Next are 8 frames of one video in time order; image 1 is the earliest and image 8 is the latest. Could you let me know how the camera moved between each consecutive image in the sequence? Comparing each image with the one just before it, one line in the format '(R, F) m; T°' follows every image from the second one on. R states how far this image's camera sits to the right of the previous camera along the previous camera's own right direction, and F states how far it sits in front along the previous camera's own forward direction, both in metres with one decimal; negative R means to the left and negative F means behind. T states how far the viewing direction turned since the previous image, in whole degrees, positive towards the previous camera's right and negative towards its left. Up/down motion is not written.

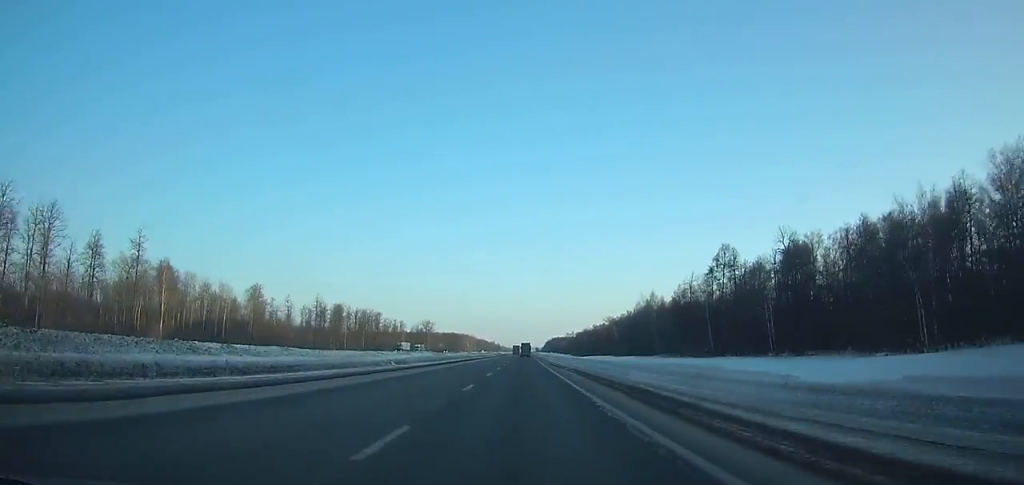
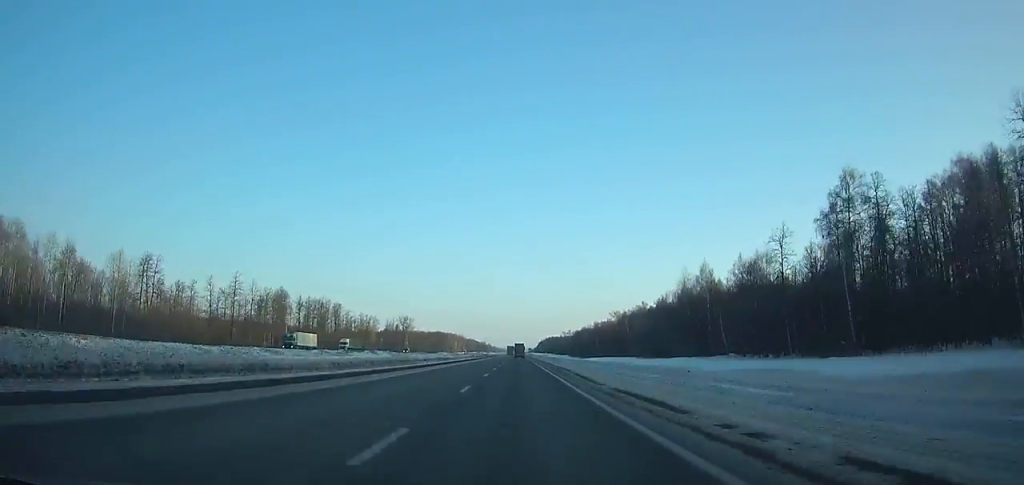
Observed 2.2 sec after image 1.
(+0.3, +60.1) m; 0°
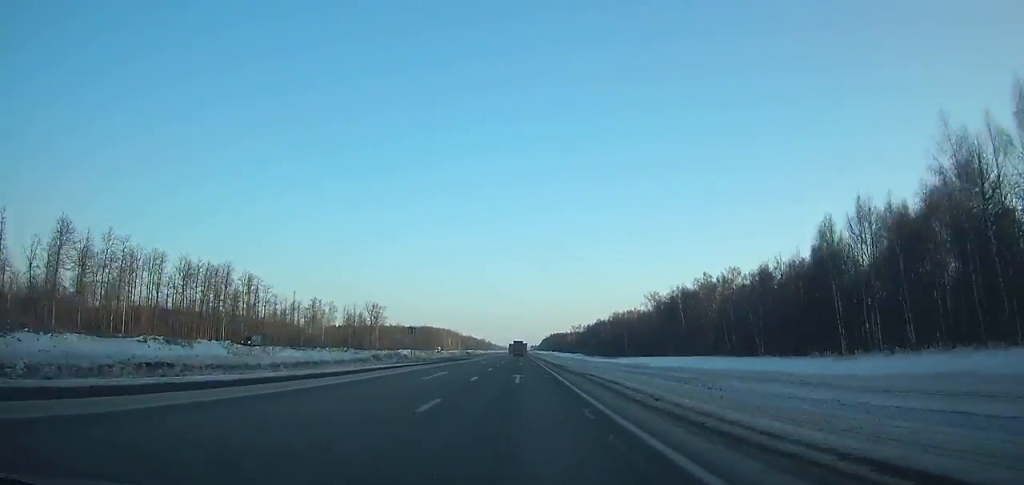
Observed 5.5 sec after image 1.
(+0.3, +89.9) m; 0°
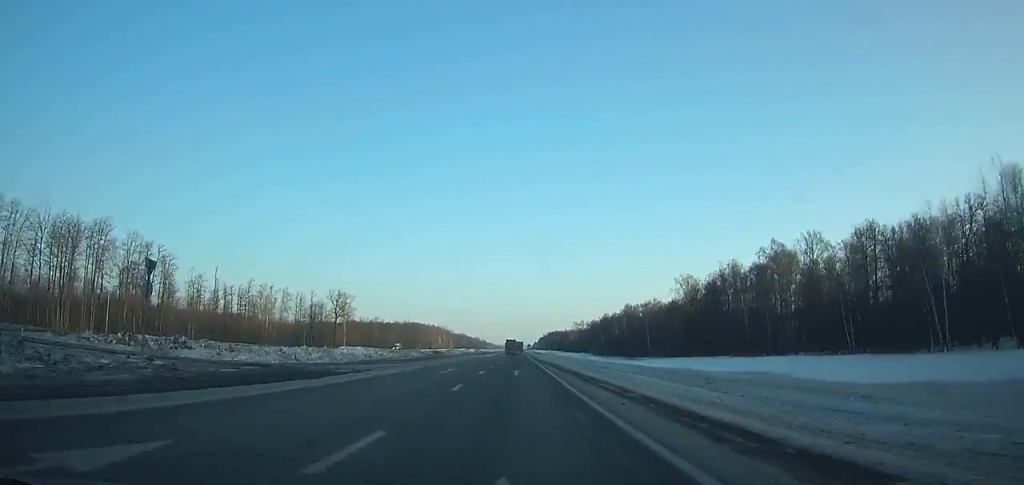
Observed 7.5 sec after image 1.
(+0.1, +54.4) m; 0°
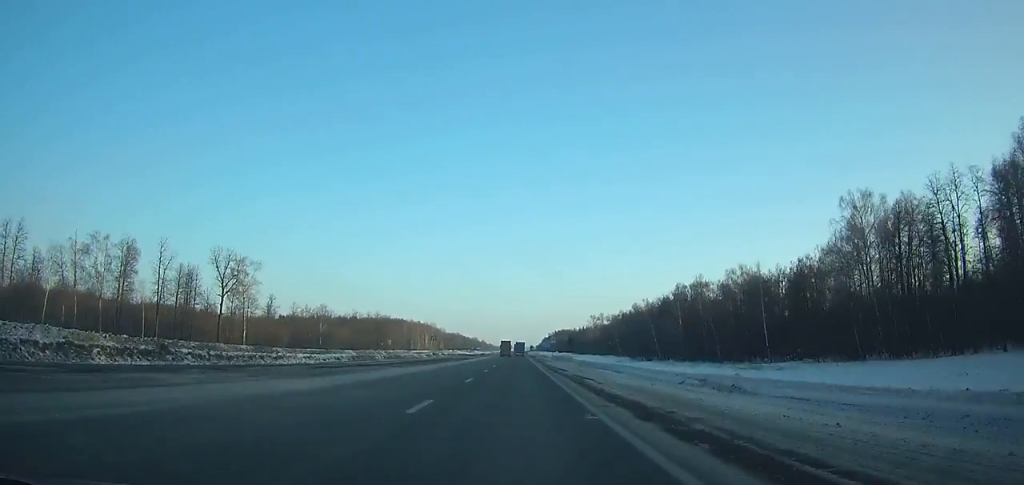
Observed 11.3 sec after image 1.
(-0.1, +103.1) m; 0°
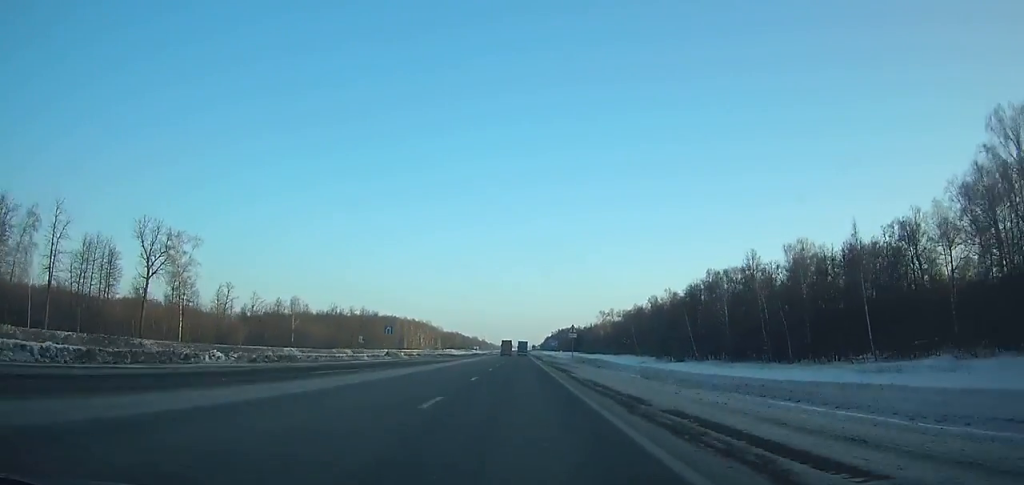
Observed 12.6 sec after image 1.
(0.0, +35.3) m; 0°
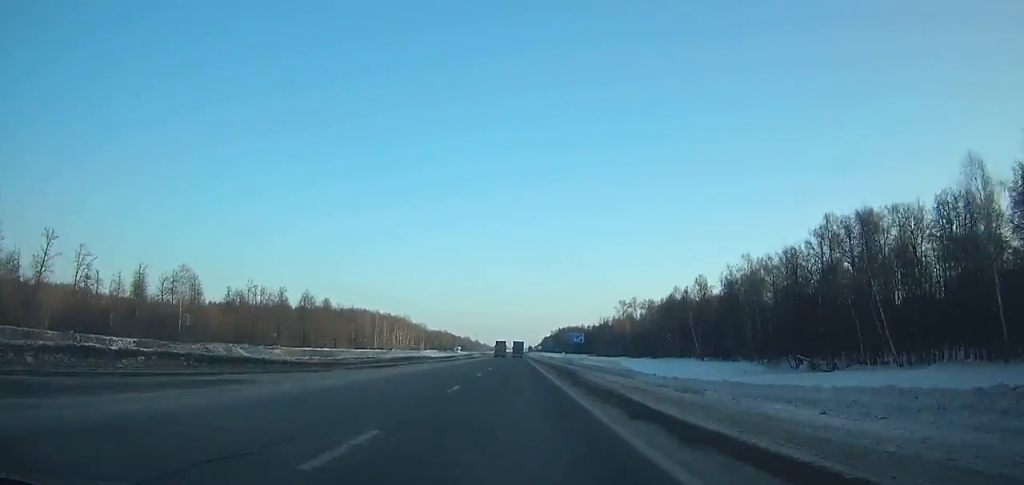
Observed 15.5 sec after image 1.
(0.0, +78.9) m; 0°
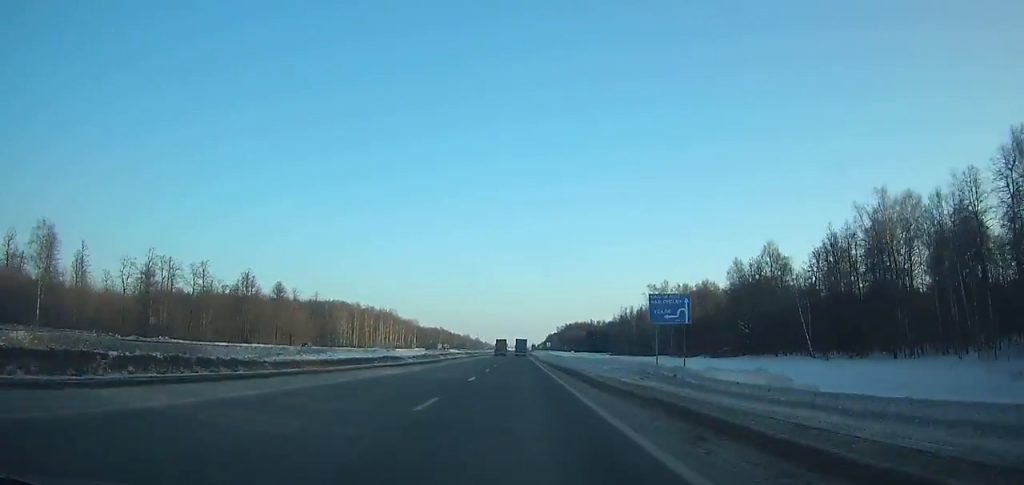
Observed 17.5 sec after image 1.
(-0.2, +54.5) m; 0°
